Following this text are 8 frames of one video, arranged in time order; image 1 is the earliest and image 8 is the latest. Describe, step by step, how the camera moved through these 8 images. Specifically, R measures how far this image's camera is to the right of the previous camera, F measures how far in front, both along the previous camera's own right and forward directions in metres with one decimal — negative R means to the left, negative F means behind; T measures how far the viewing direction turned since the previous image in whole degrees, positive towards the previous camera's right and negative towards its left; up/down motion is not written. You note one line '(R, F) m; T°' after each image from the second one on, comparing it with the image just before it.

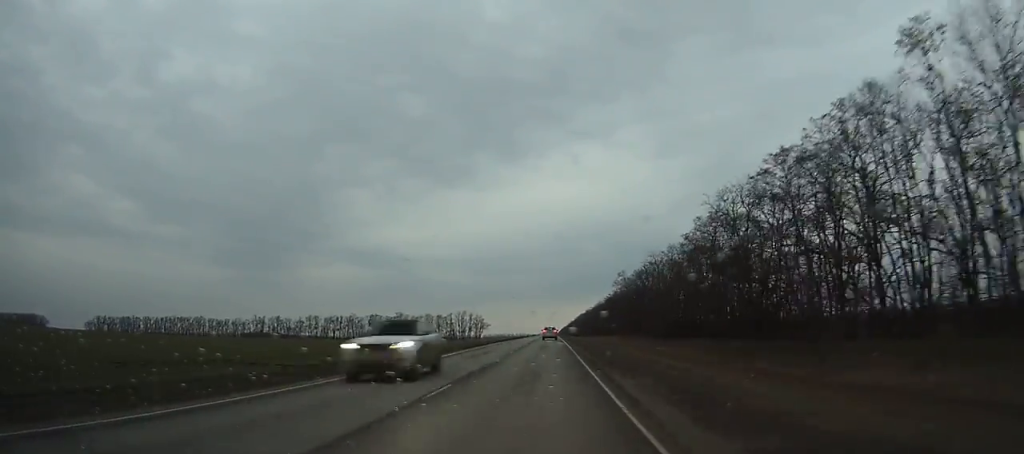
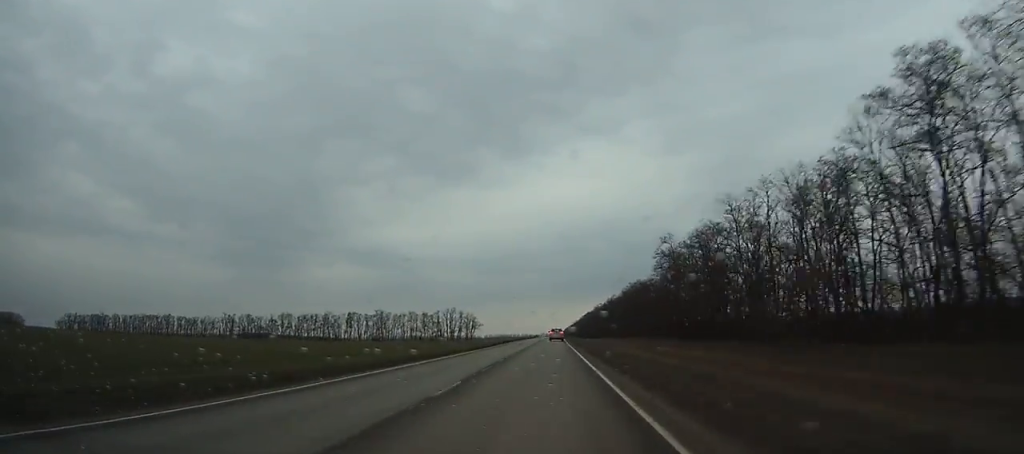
(0.0, +47.3) m; 0°
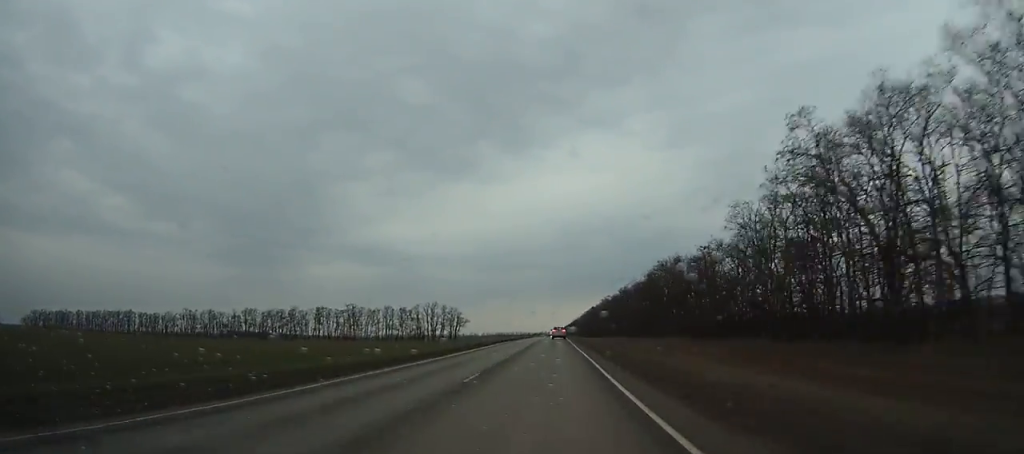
(+0.1, +44.8) m; 0°
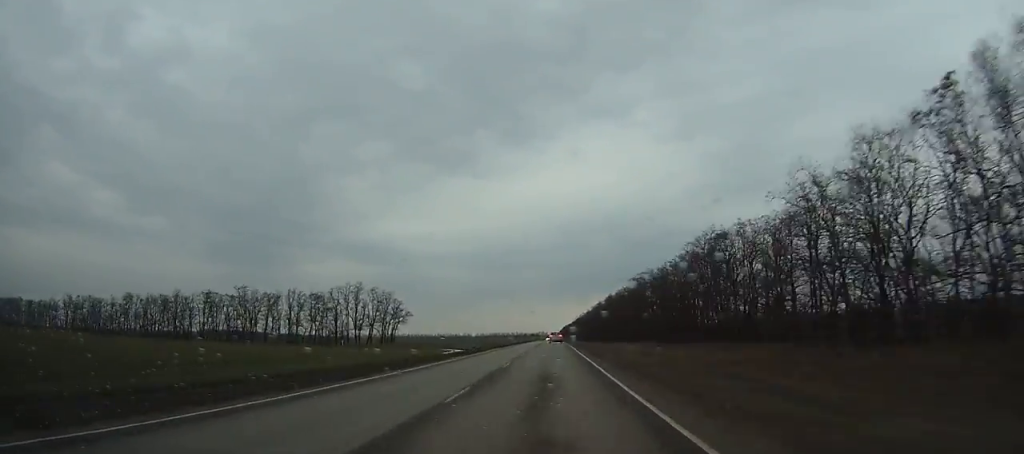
(-0.2, +99.2) m; 0°
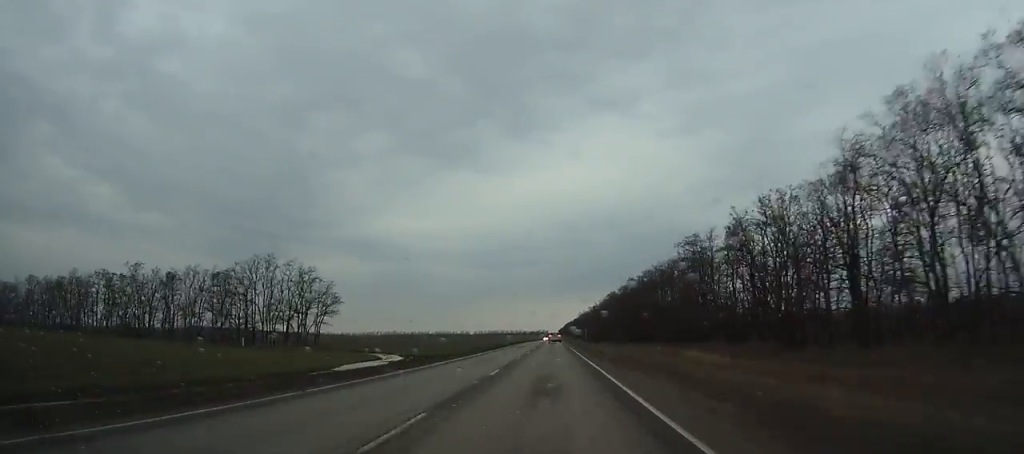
(+0.1, +52.3) m; 0°
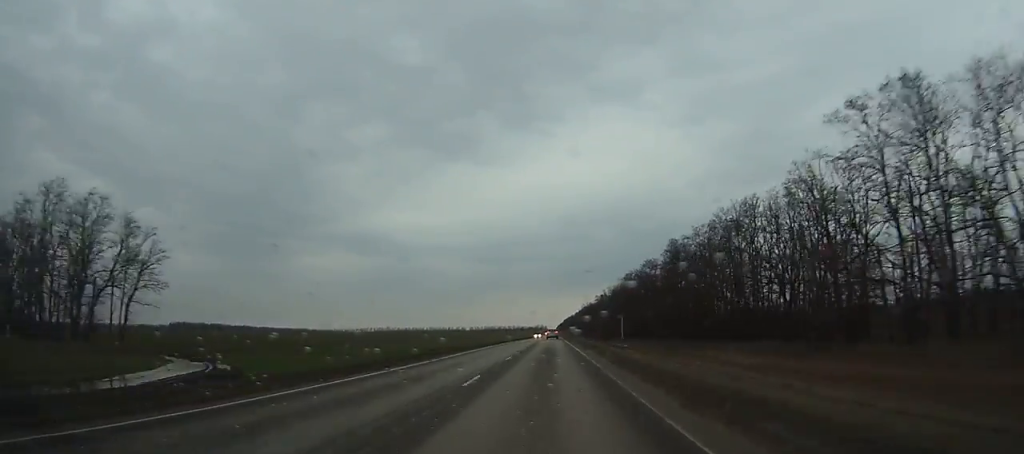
(+0.1, +52.6) m; 0°
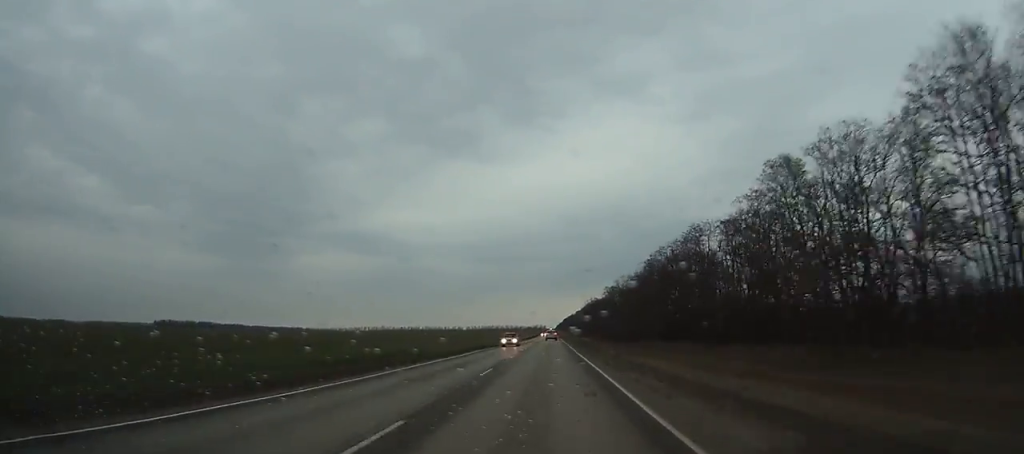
(0.0, +43.5) m; 0°
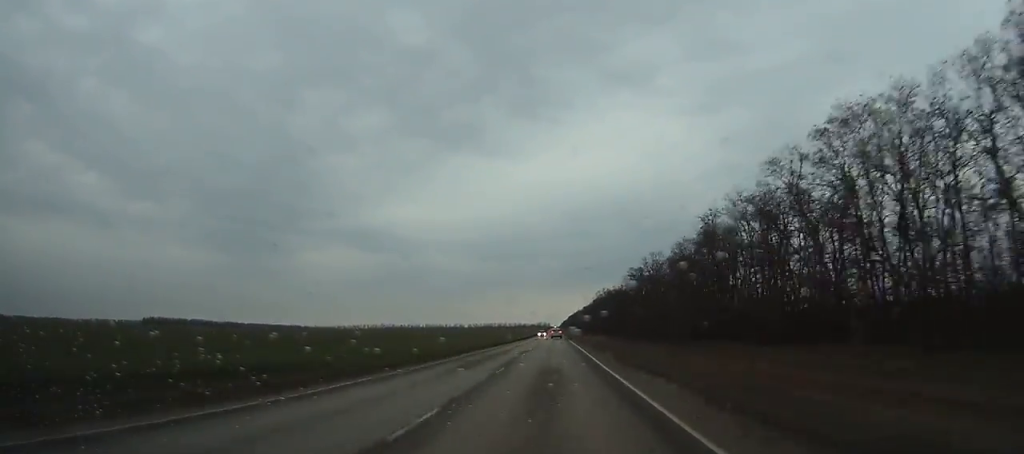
(0.0, +46.0) m; 0°
